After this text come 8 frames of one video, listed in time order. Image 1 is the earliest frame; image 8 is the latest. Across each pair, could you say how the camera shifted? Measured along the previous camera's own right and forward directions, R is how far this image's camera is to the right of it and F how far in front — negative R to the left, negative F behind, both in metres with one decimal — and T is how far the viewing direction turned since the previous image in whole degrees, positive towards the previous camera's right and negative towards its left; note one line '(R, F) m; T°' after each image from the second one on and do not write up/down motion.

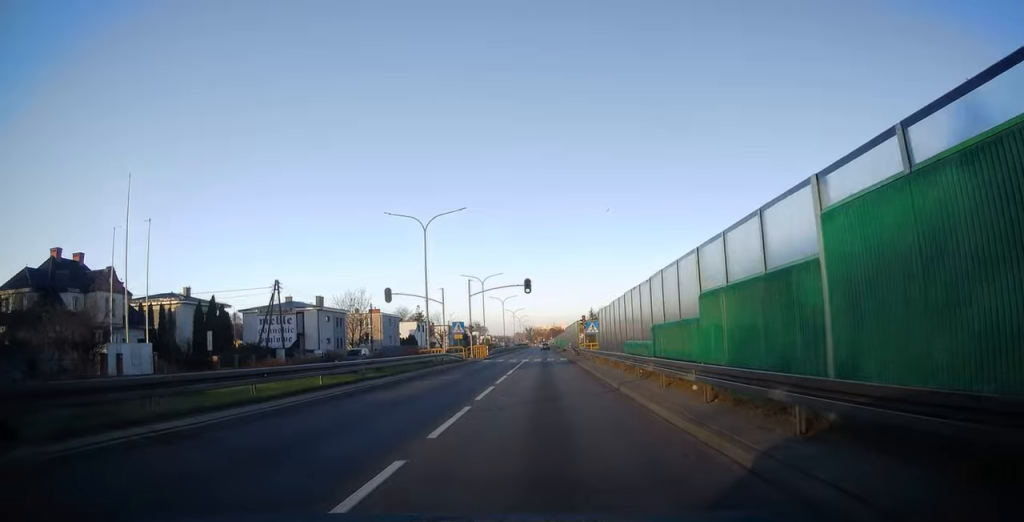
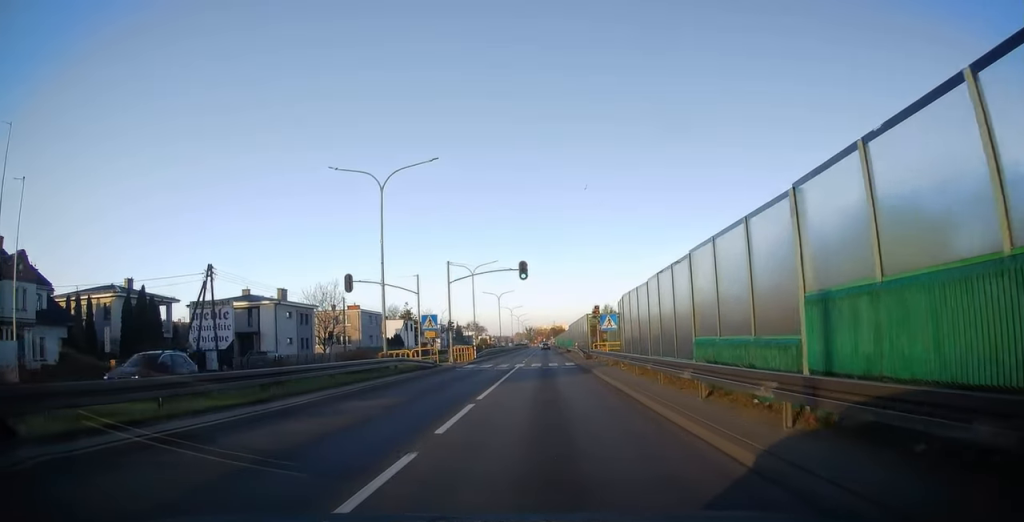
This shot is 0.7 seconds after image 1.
(+0.3, +11.5) m; 0°
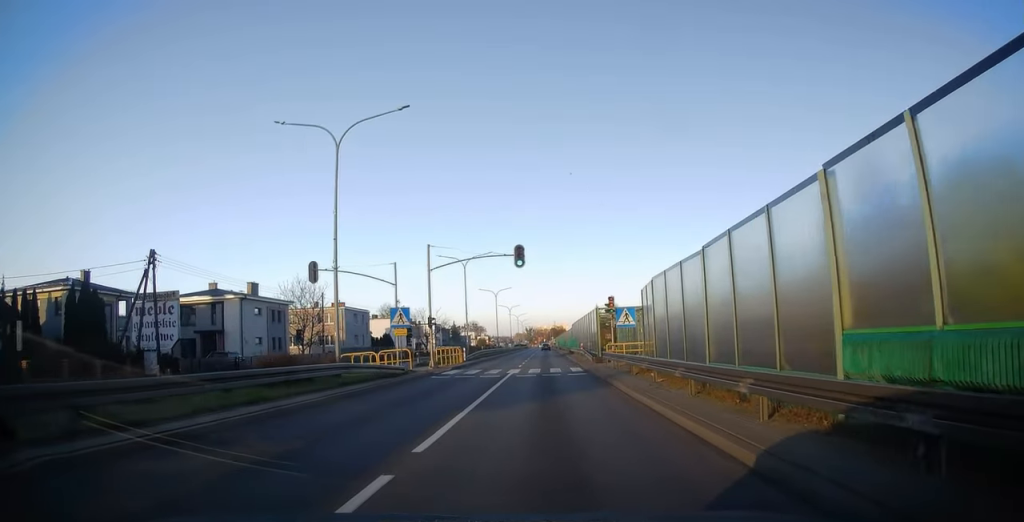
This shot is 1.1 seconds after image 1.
(-0.1, +7.1) m; 0°
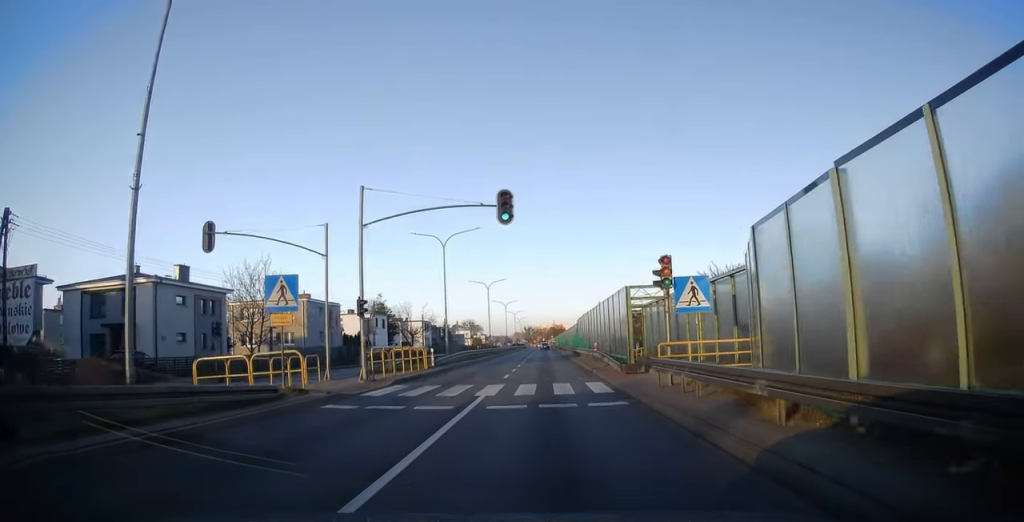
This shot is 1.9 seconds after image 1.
(-0.2, +12.6) m; 0°
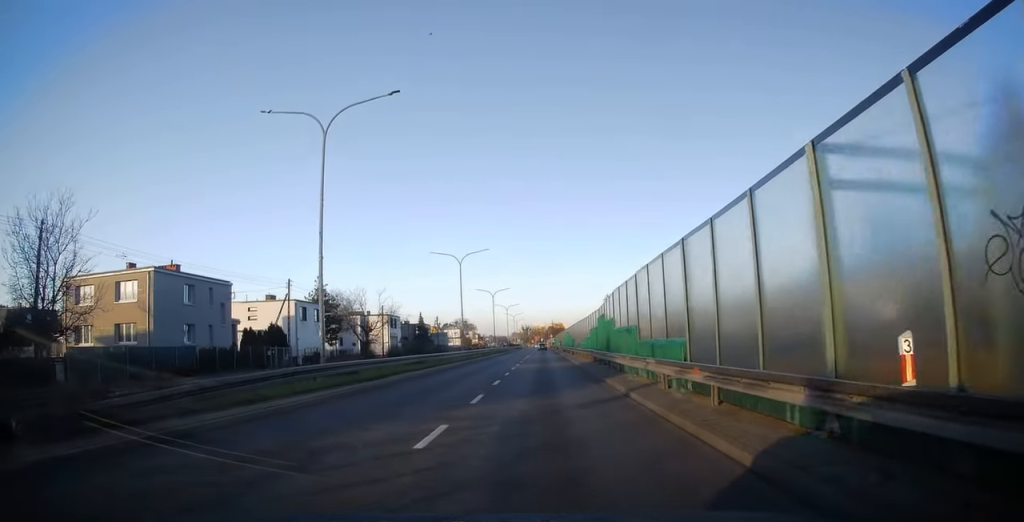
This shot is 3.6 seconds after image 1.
(+0.7, +27.9) m; 0°
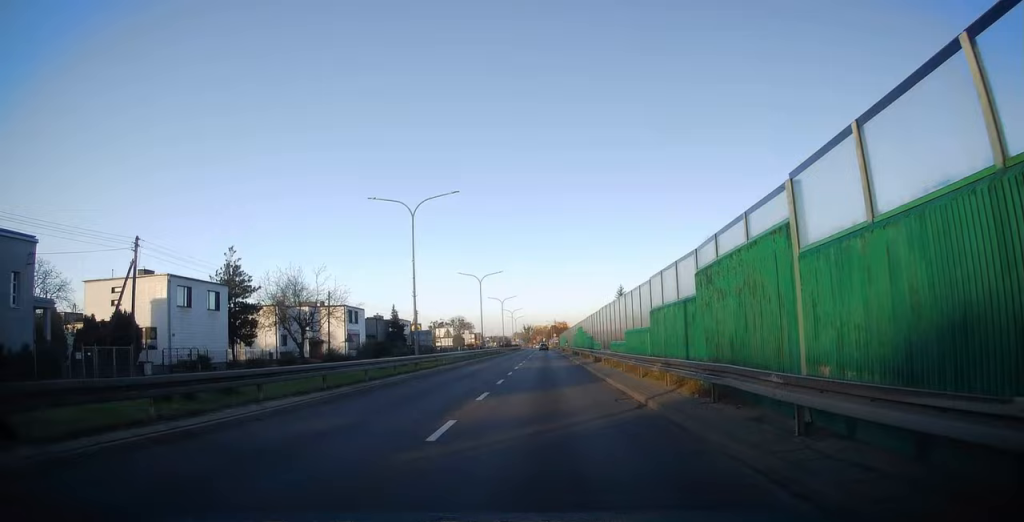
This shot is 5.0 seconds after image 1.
(-0.5, +23.4) m; 0°
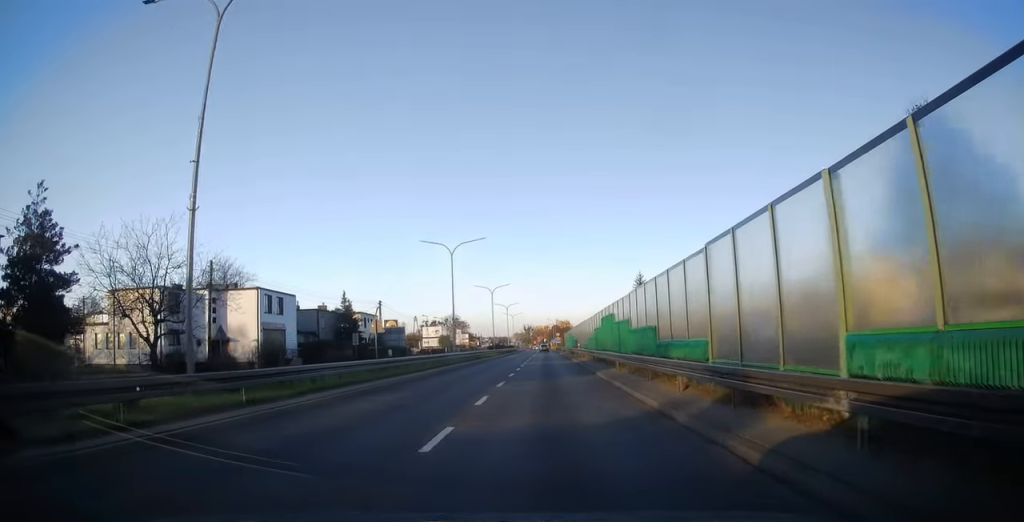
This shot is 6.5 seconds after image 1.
(+0.6, +25.1) m; 0°
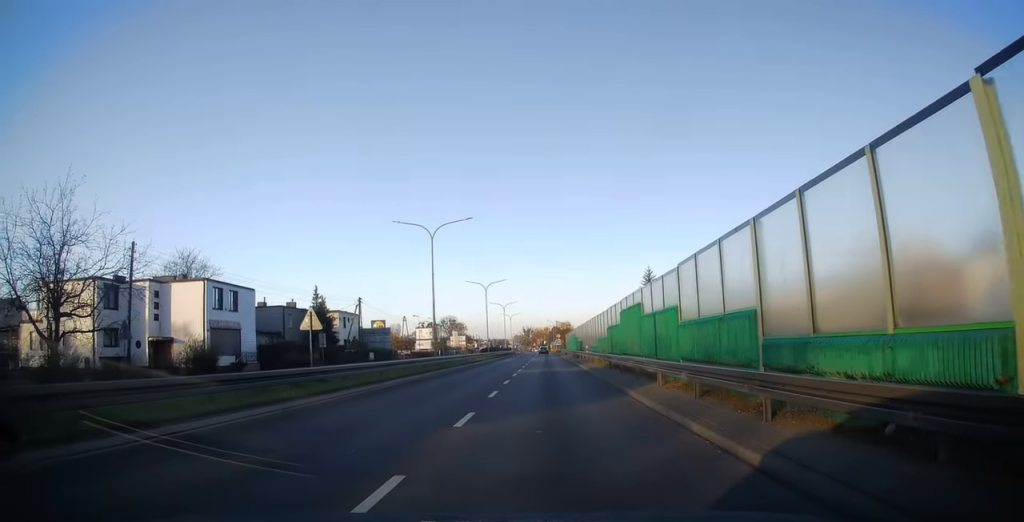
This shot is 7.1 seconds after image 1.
(-0.1, +9.4) m; -1°
